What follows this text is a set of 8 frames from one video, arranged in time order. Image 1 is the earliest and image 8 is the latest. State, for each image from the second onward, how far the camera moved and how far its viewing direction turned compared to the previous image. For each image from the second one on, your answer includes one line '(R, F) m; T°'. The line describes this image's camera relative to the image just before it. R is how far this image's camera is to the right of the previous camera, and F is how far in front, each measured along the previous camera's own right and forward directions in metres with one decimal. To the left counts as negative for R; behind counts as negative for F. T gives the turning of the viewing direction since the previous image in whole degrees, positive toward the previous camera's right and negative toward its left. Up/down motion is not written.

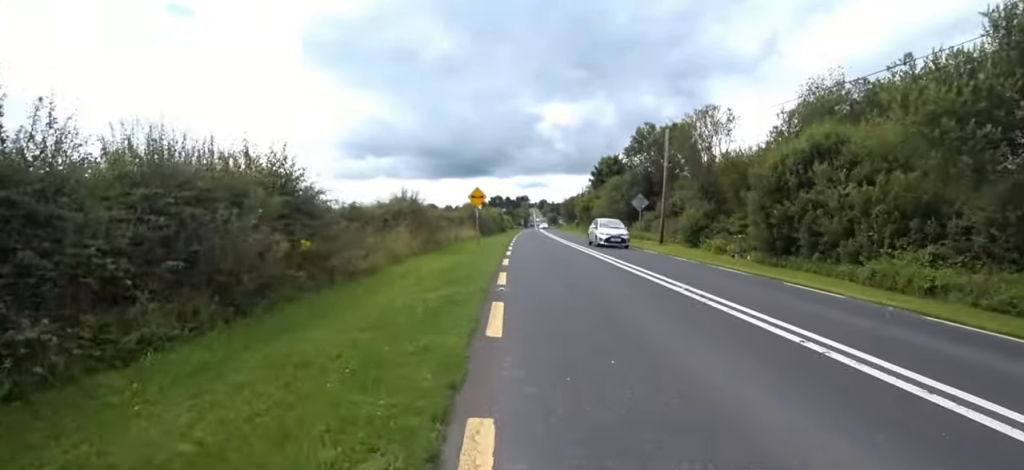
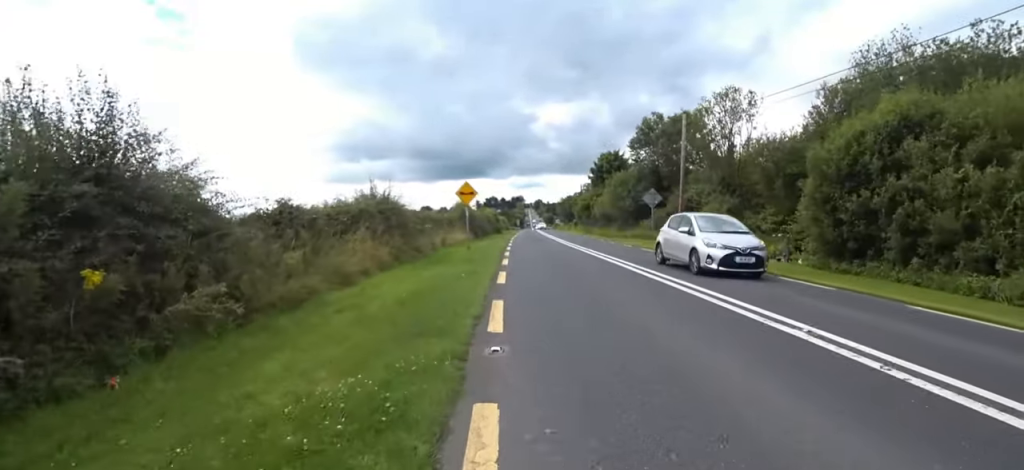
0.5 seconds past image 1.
(-0.3, +3.5) m; -2°
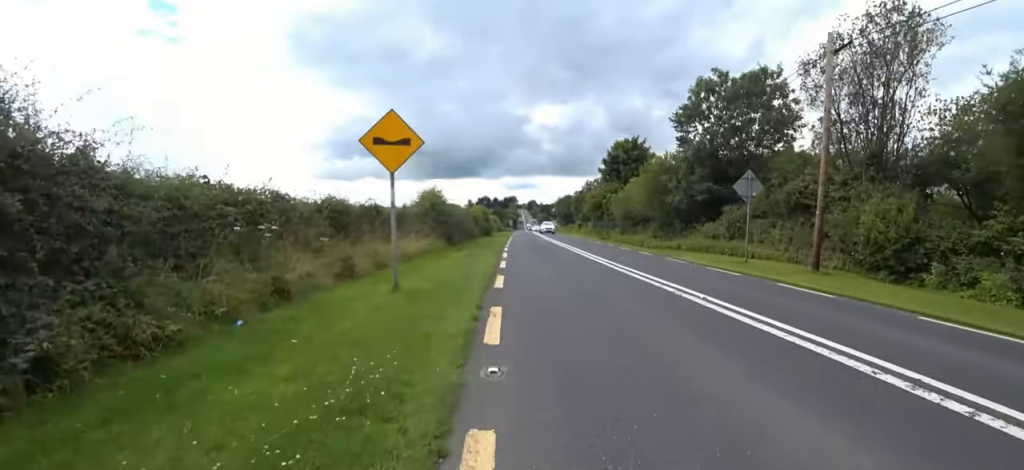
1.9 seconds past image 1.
(+0.1, +12.1) m; +5°
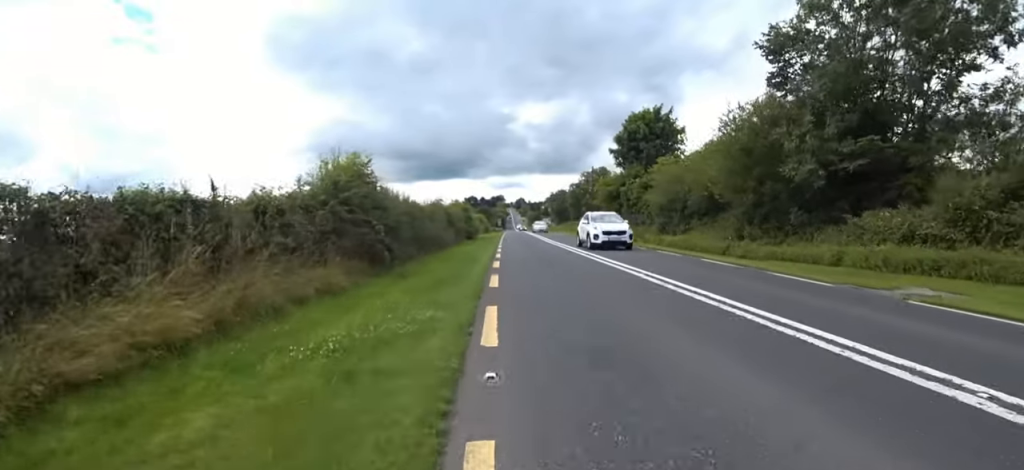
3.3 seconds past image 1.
(+0.2, +11.9) m; 0°
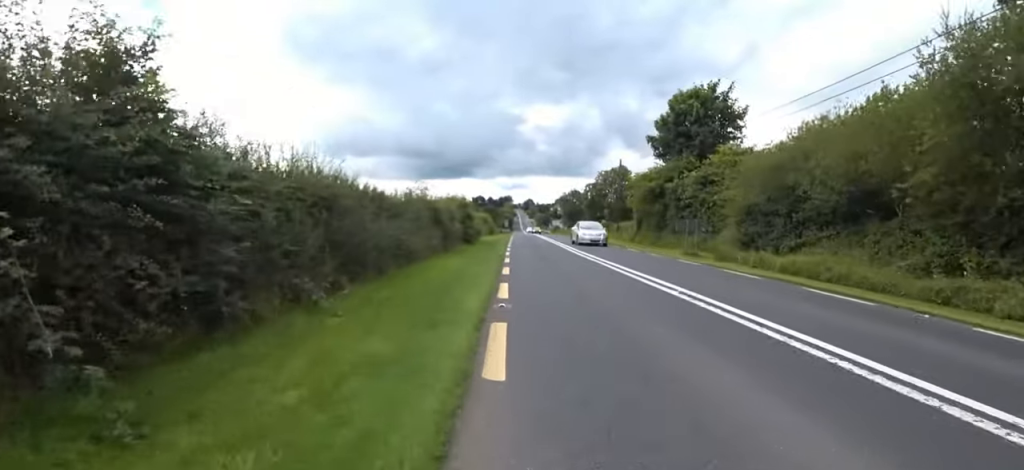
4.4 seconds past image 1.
(+0.1, +8.7) m; 0°
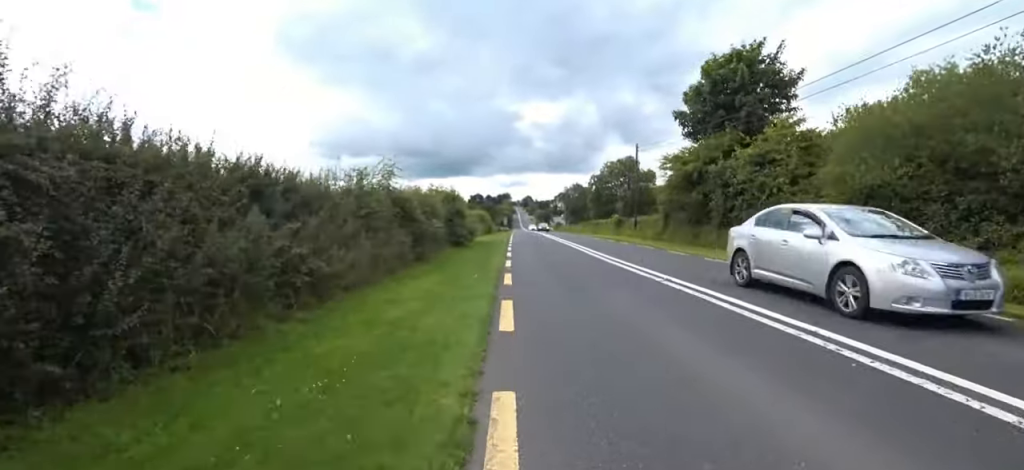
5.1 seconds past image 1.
(+0.1, +6.2) m; 0°
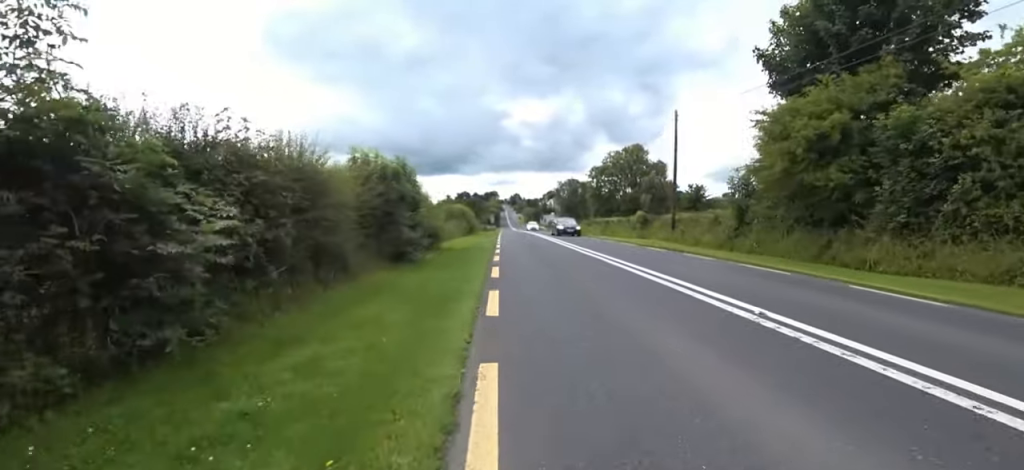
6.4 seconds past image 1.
(-0.1, +11.2) m; 0°
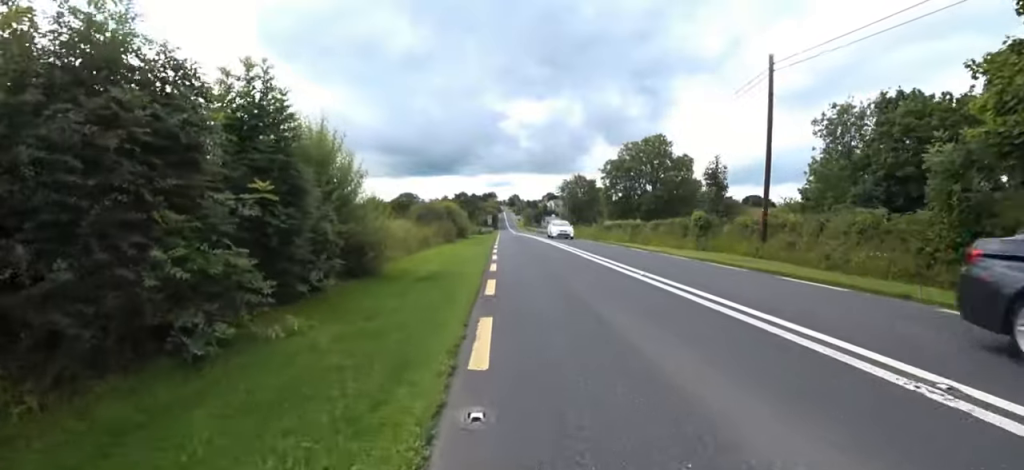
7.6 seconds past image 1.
(-0.2, +10.0) m; 0°
